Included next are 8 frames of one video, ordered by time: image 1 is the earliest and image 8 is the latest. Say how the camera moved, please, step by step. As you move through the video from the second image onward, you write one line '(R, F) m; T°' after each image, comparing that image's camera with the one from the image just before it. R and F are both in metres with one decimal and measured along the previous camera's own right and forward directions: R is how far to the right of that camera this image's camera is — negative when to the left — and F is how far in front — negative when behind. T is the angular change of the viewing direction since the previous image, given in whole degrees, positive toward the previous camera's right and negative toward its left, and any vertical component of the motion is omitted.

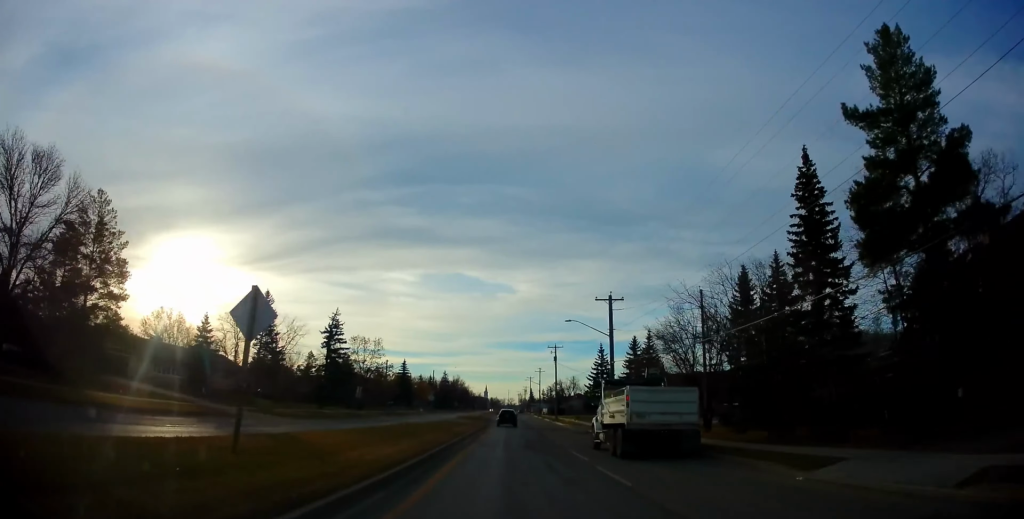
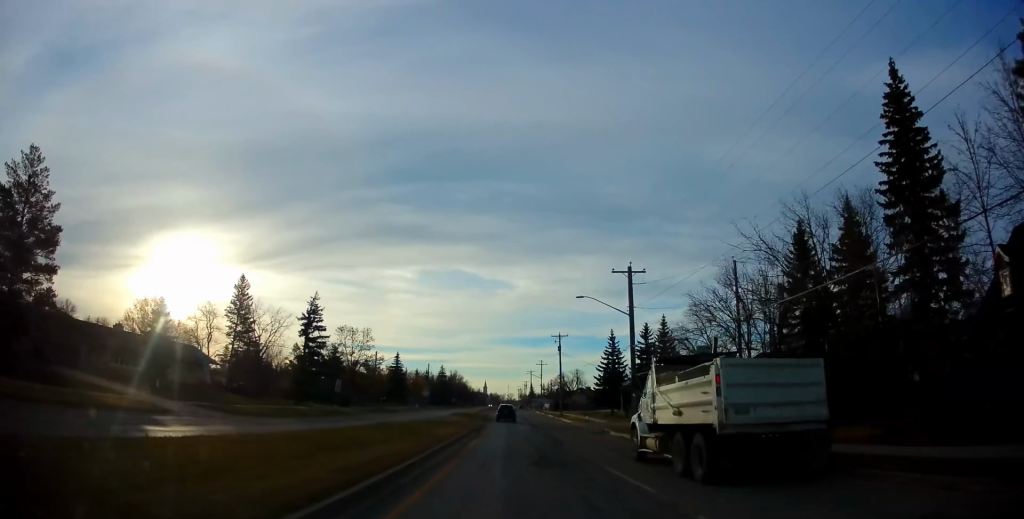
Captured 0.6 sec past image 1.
(+0.1, +7.8) m; 0°
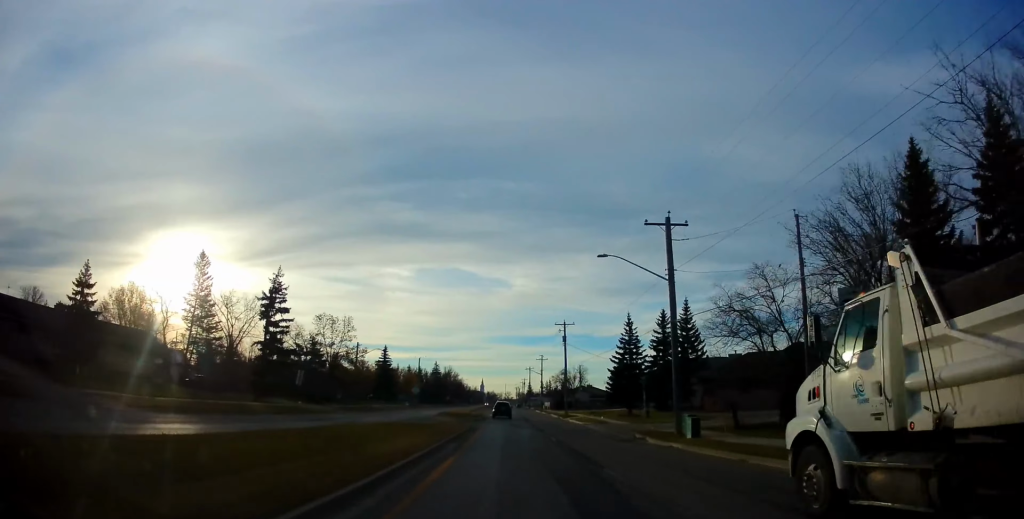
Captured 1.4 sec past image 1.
(0.0, +10.1) m; 0°
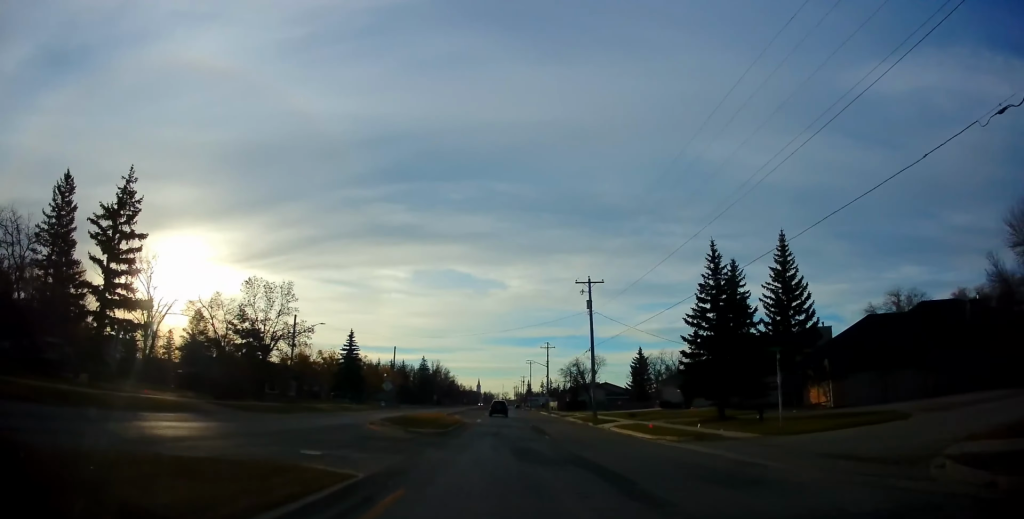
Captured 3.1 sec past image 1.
(0.0, +23.1) m; 0°
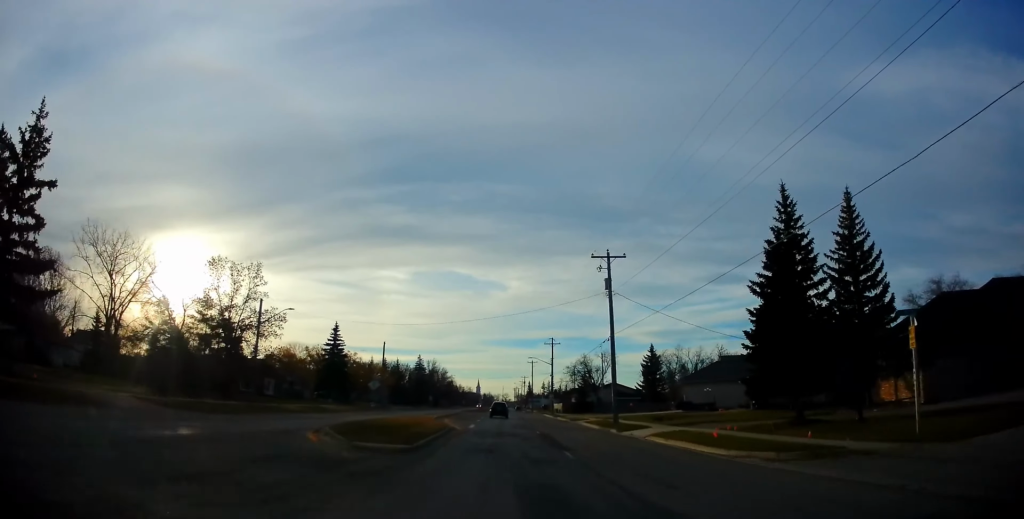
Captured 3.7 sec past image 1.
(0.0, +8.2) m; -1°
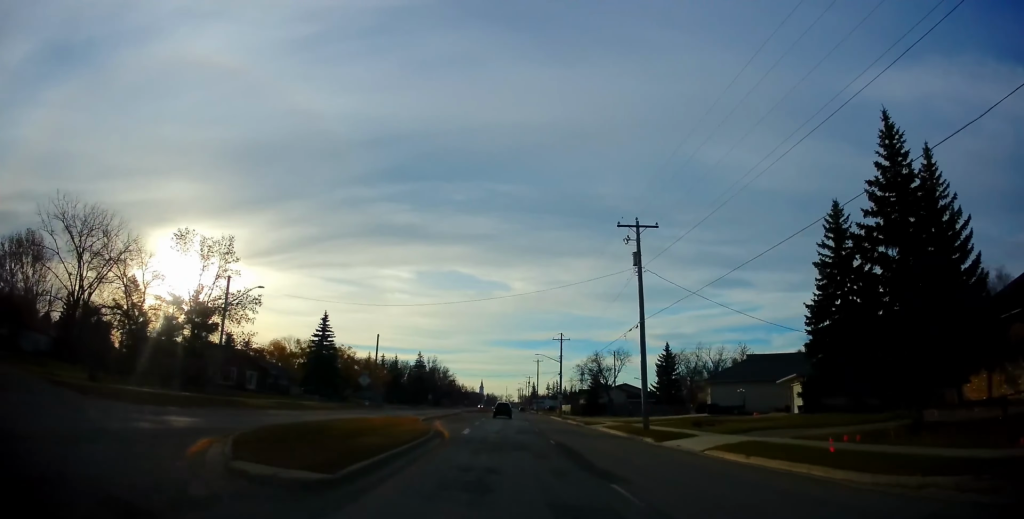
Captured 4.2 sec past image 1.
(-0.1, +6.8) m; 0°
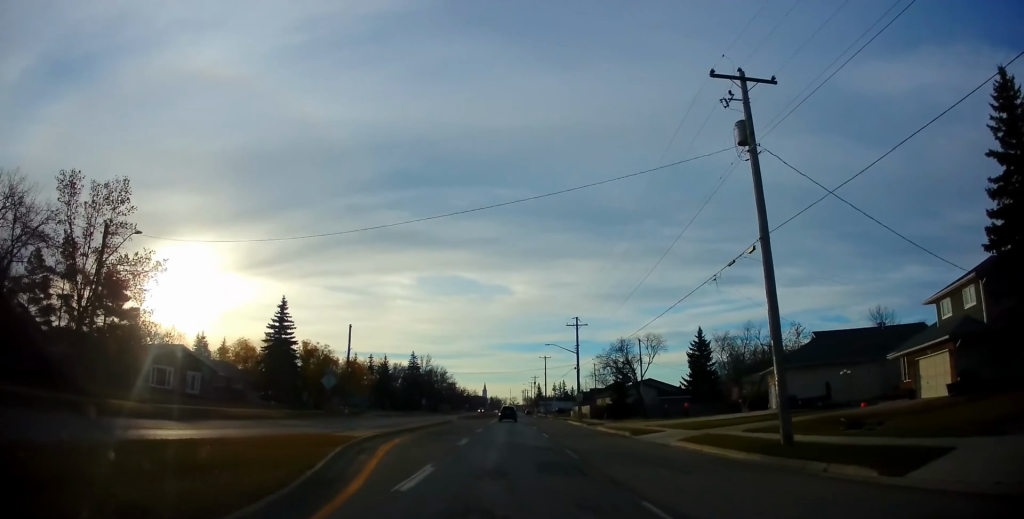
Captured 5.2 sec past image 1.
(-0.2, +14.2) m; 0°
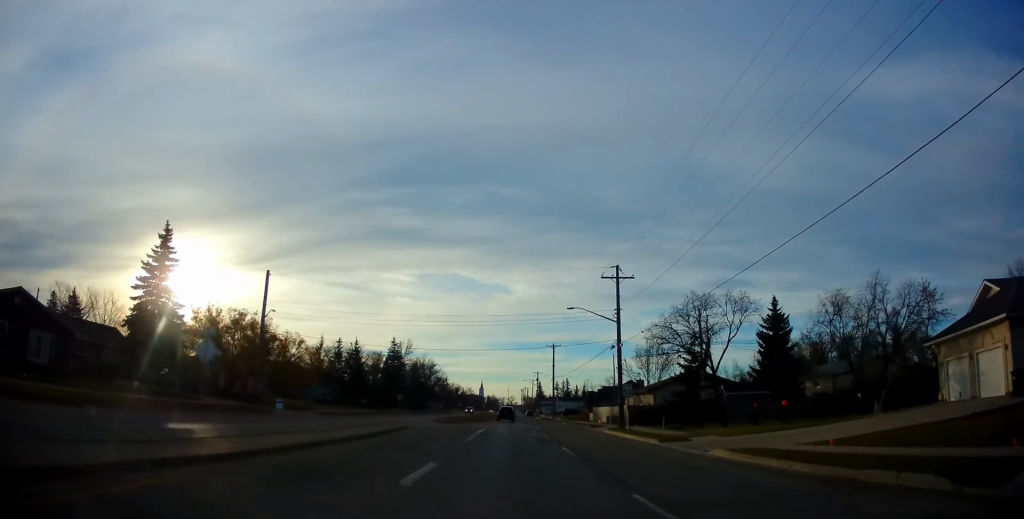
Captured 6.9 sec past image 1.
(+0.3, +21.1) m; +1°
